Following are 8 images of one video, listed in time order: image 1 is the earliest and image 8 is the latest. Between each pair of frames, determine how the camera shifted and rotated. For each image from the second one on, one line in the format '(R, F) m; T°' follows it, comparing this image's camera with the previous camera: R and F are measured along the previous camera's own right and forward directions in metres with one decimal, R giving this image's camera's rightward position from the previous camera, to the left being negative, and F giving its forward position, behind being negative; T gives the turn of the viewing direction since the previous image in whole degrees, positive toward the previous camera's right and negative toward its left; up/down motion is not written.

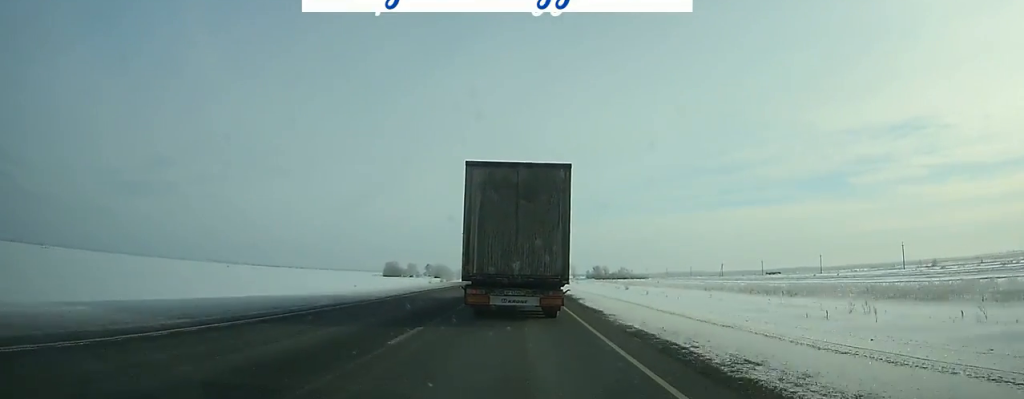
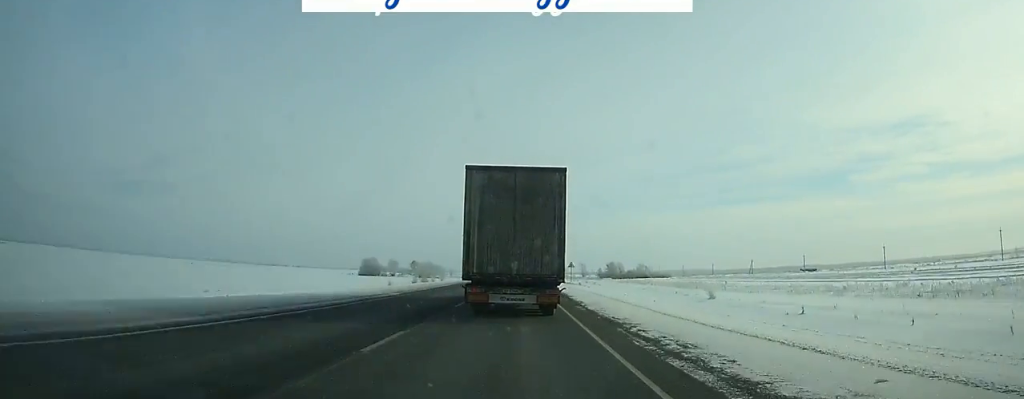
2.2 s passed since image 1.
(-0.1, +49.6) m; 0°
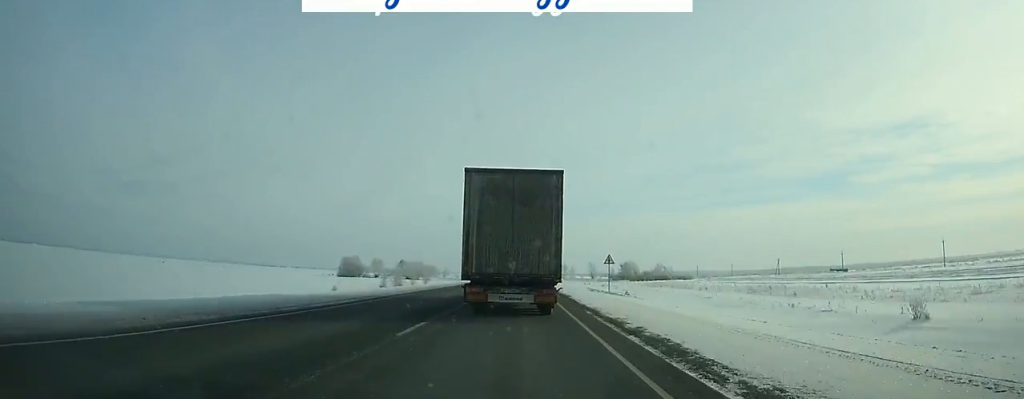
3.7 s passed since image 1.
(-0.1, +34.1) m; 0°
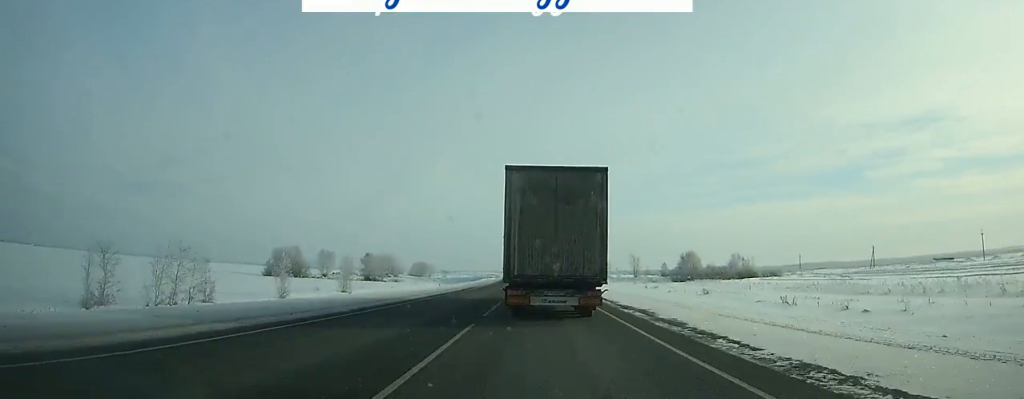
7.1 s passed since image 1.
(-0.5, +79.7) m; -1°
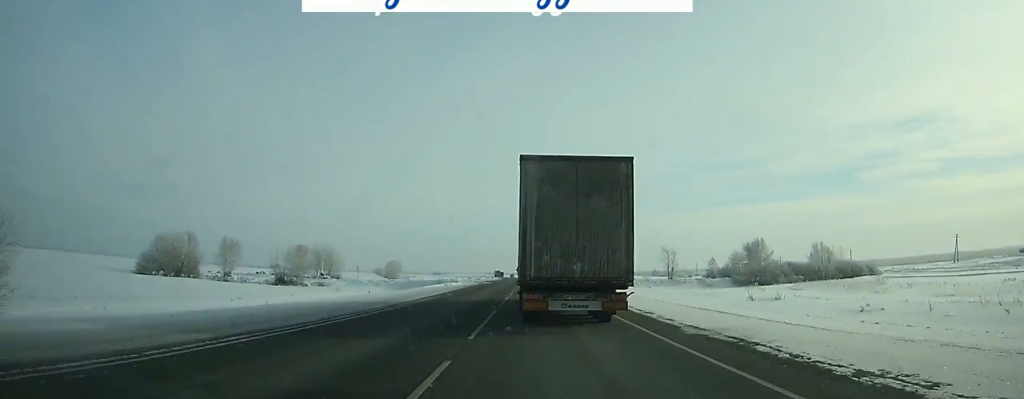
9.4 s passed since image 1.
(-0.3, +57.2) m; 0°
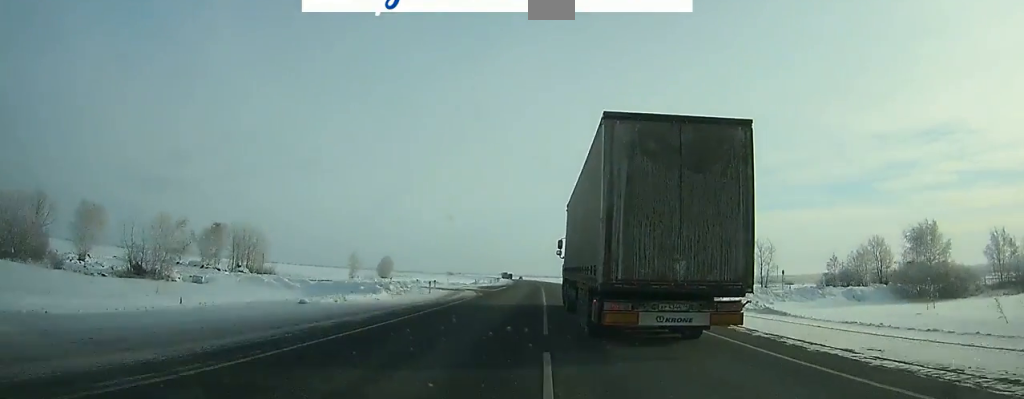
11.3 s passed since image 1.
(-0.1, +49.3) m; 0°
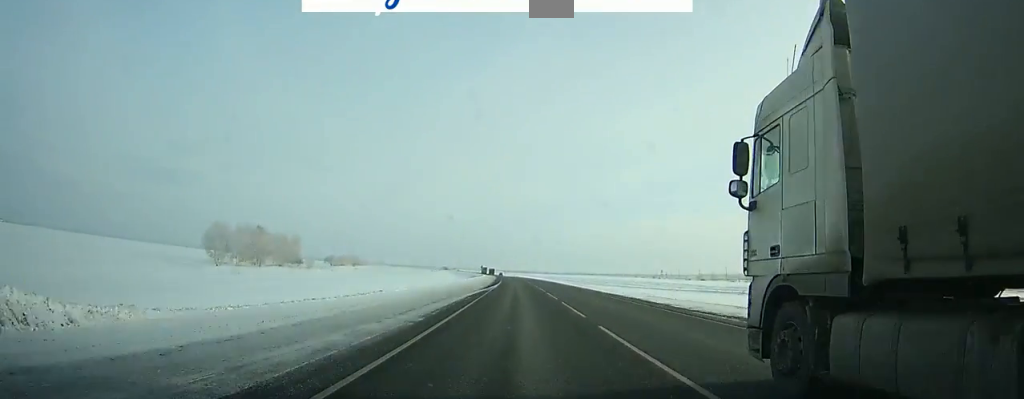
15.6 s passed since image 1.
(-1.0, +120.1) m; -1°
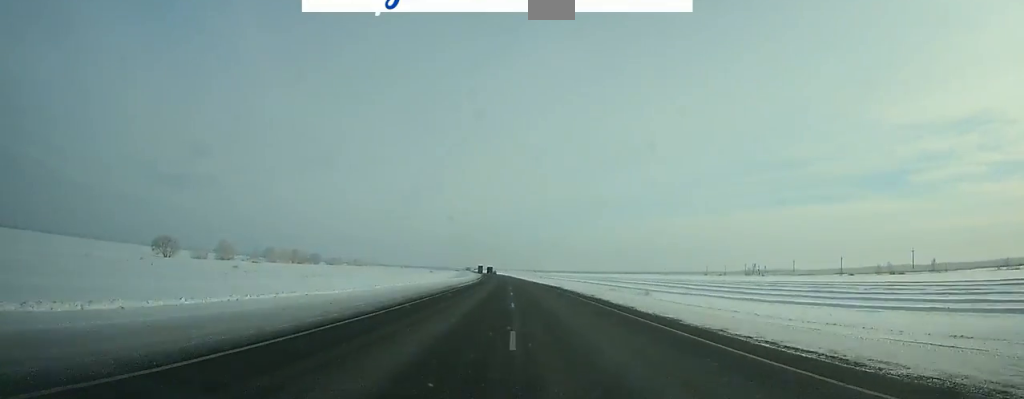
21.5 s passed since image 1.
(-4.0, +178.4) m; -3°
